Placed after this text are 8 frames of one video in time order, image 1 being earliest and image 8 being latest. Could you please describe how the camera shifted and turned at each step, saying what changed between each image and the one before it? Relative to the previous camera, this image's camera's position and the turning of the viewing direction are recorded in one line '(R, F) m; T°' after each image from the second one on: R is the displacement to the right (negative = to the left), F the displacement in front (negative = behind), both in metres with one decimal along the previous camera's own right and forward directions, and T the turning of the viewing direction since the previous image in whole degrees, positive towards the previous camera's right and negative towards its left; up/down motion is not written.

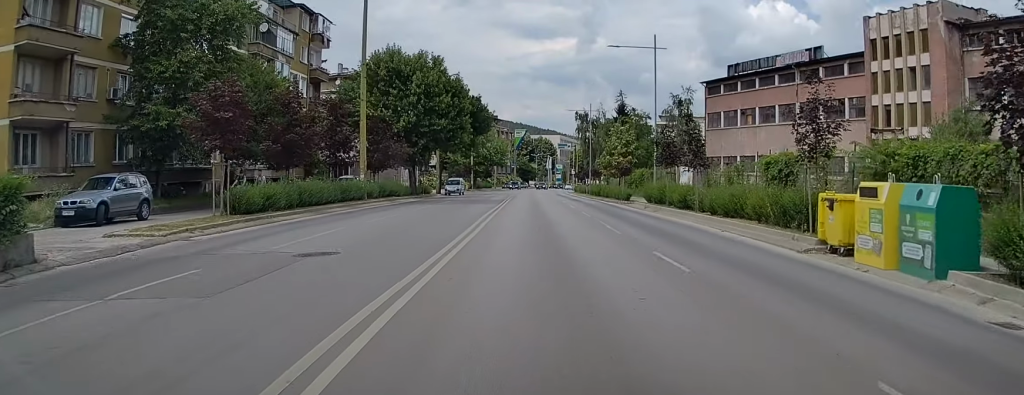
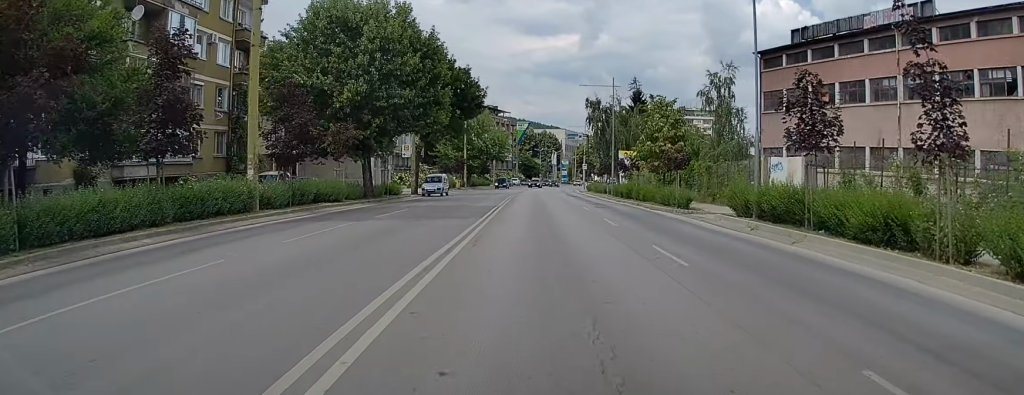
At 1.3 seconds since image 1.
(+0.1, +17.7) m; +2°
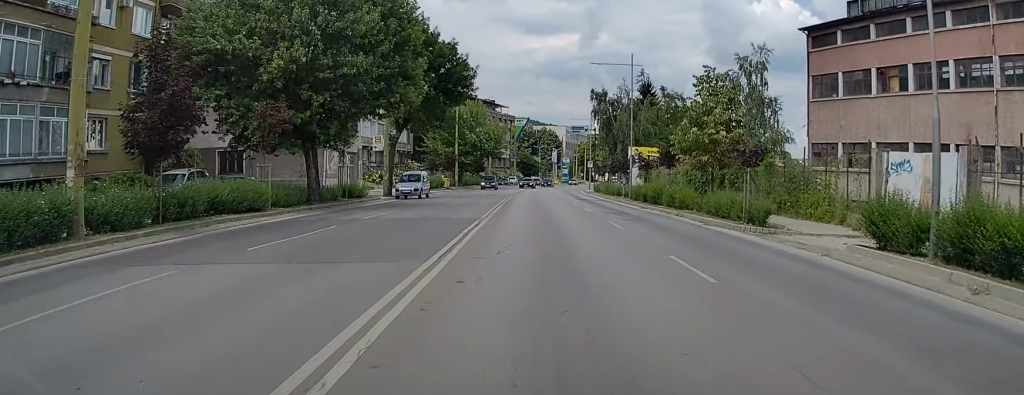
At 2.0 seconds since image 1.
(+0.2, +10.8) m; +1°
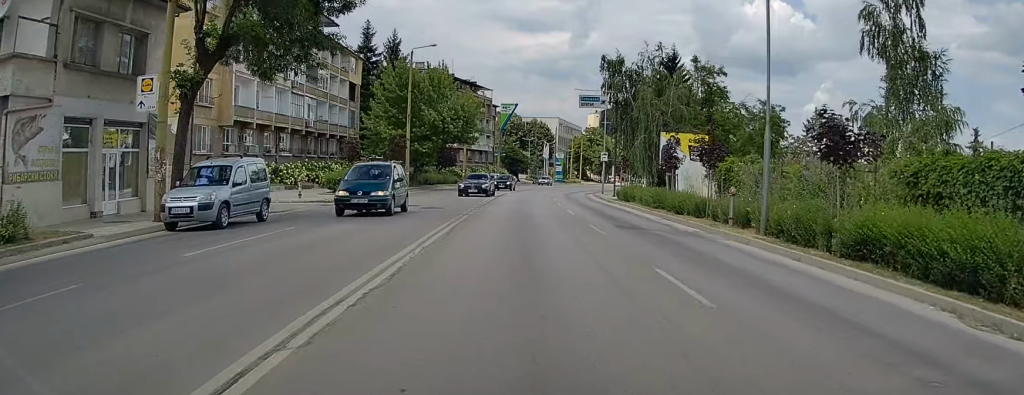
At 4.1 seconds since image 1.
(-0.1, +28.9) m; -1°
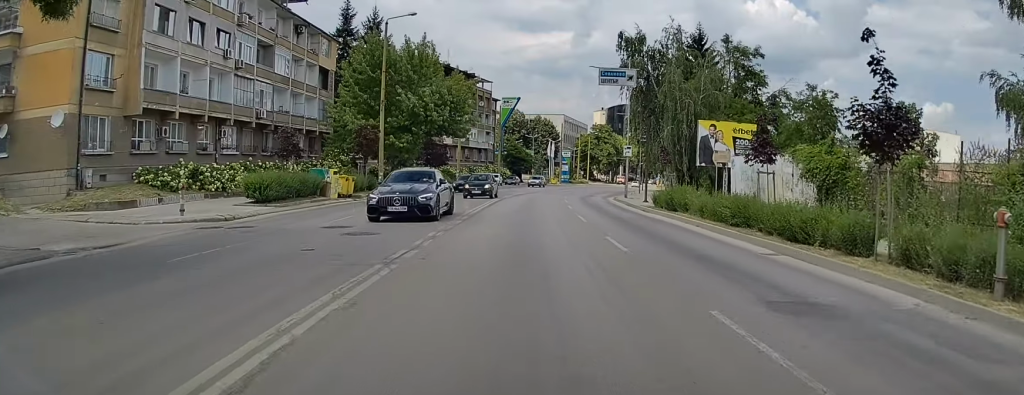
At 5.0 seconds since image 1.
(0.0, +12.5) m; 0°
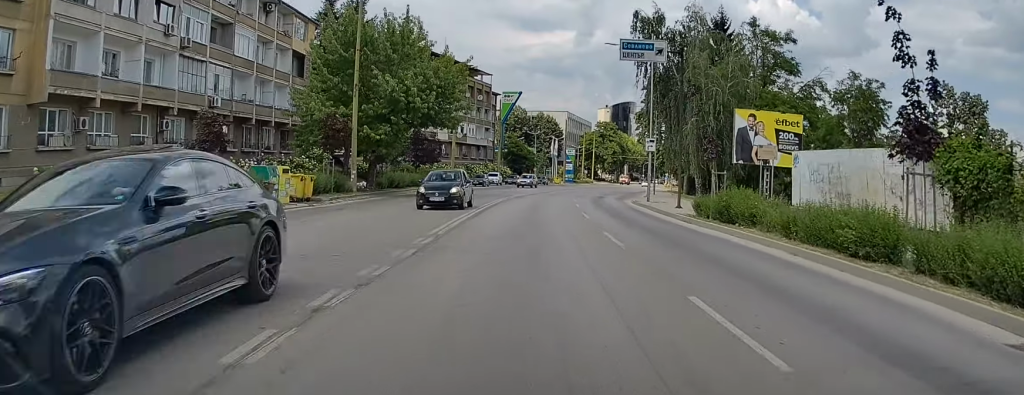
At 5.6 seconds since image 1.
(+0.2, +8.4) m; 0°
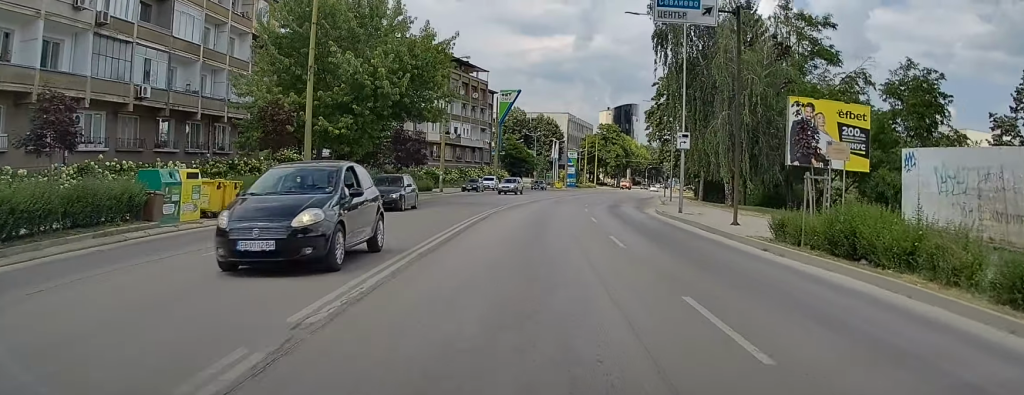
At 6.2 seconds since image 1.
(-0.2, +8.7) m; 0°
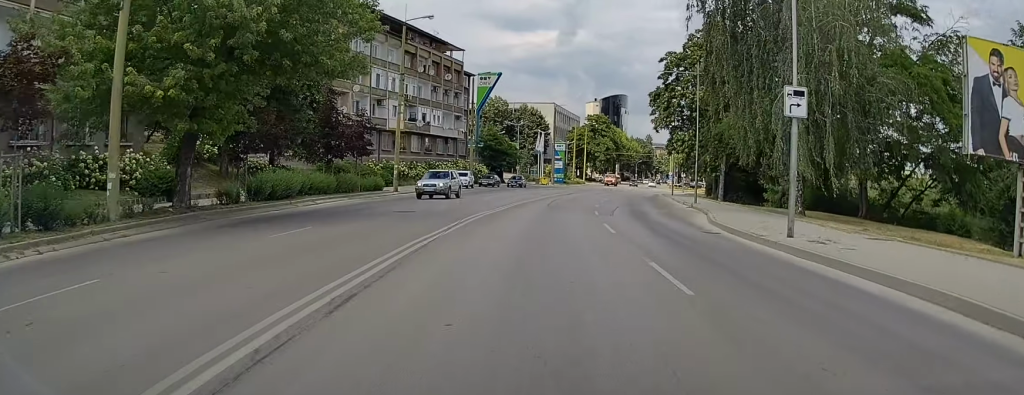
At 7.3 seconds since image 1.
(0.0, +15.0) m; +1°
